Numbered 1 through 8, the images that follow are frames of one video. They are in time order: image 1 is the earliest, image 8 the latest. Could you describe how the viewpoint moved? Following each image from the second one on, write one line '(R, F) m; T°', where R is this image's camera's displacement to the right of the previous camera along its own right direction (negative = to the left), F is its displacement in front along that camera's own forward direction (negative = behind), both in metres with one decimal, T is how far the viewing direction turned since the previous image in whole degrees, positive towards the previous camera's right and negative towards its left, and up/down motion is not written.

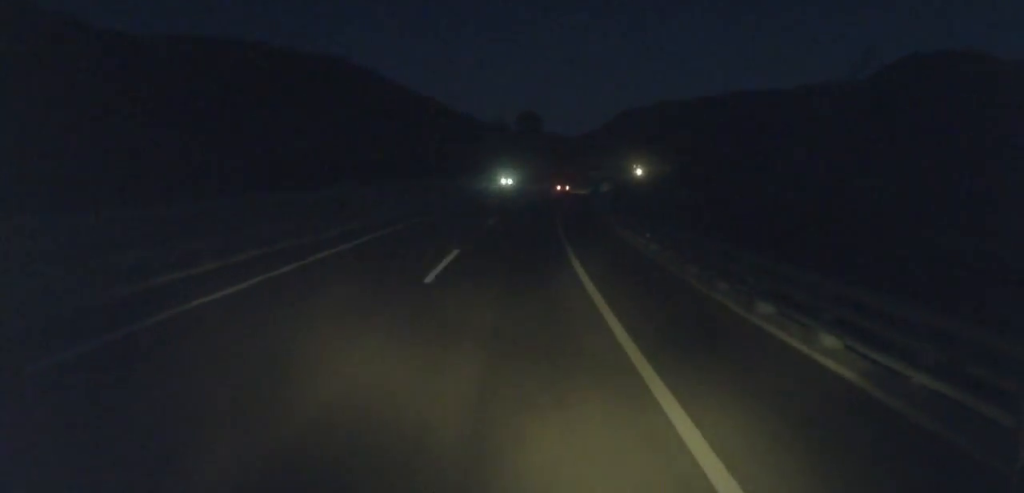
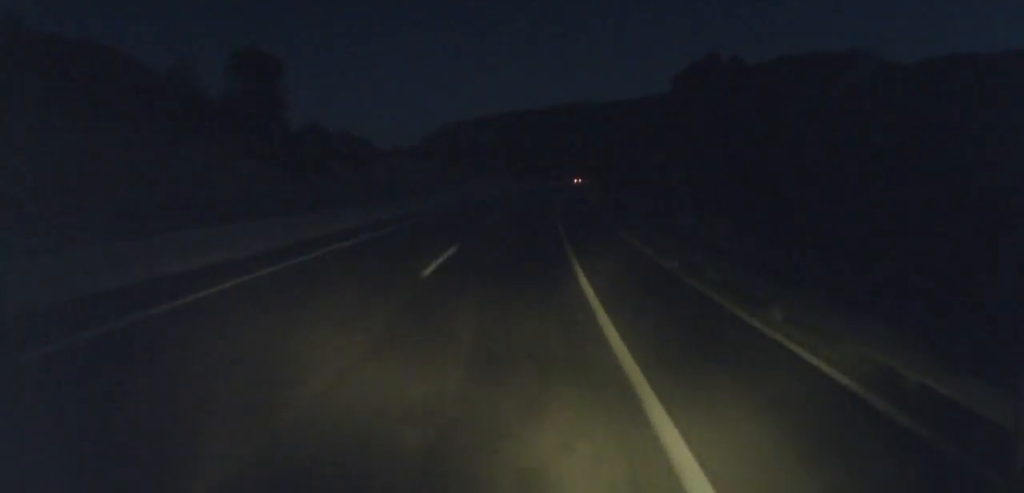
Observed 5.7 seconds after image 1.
(+24.7, +127.2) m; +18°
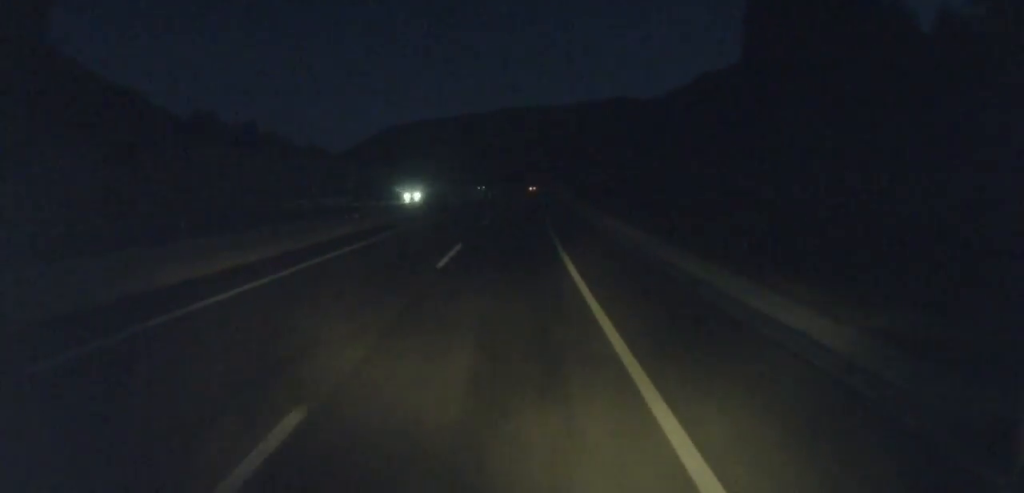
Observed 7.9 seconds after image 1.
(+1.2, +47.0) m; +5°
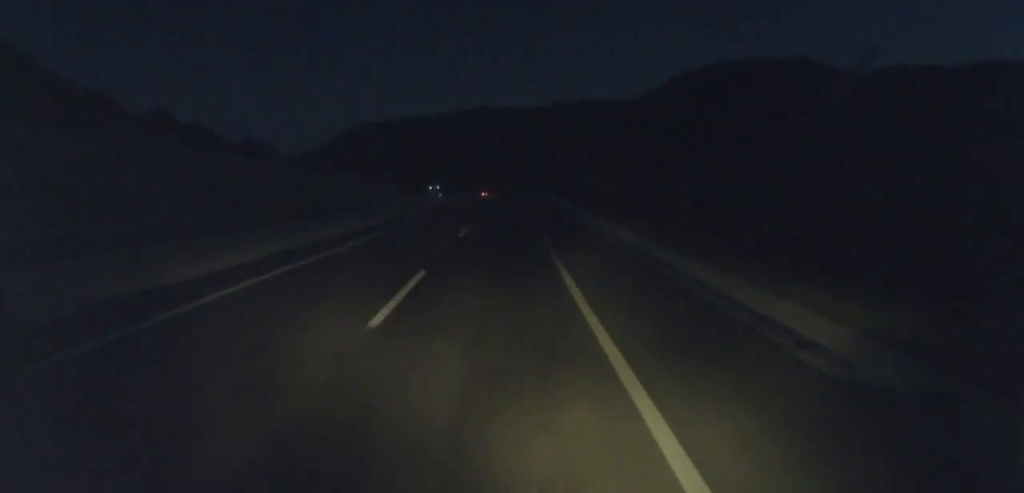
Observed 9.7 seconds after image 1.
(+2.8, +39.5) m; +3°
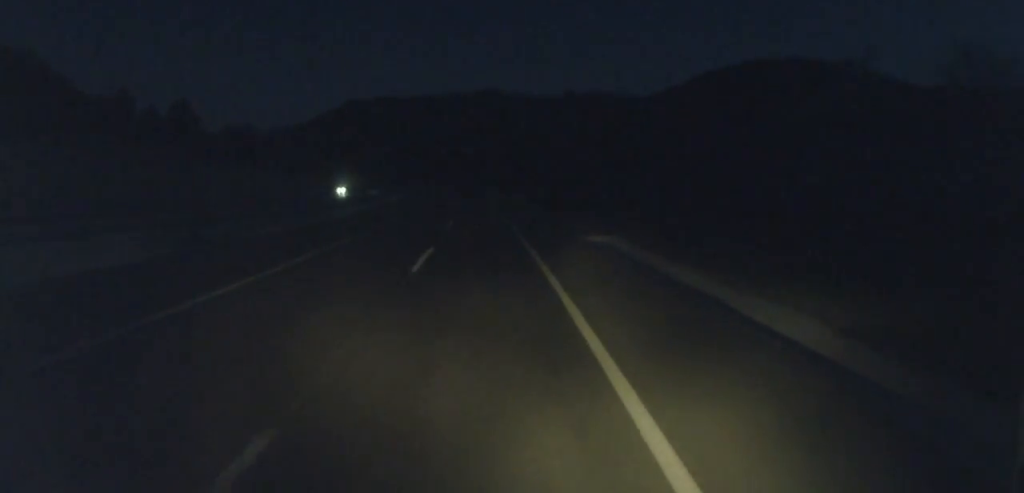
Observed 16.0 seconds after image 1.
(+7.9, +130.9) m; +2°
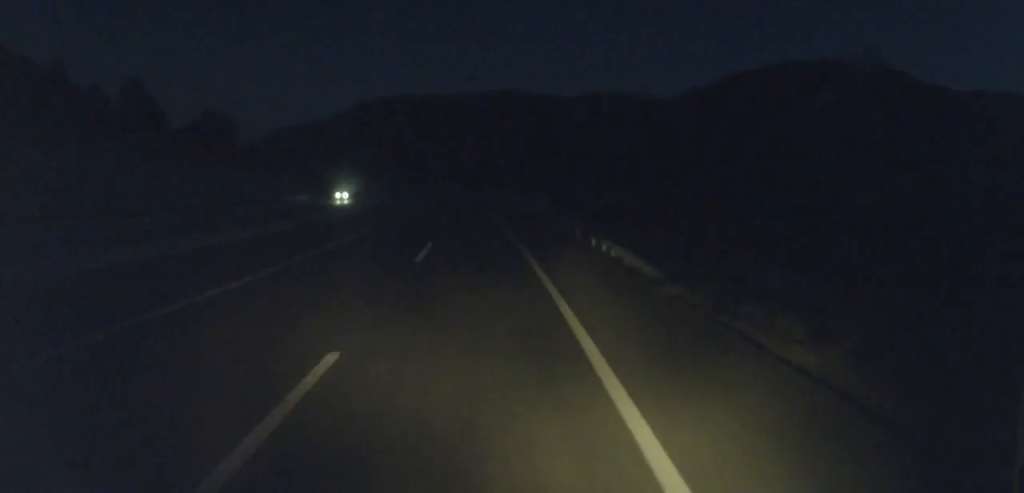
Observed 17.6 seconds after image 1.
(-1.5, +33.5) m; -2°
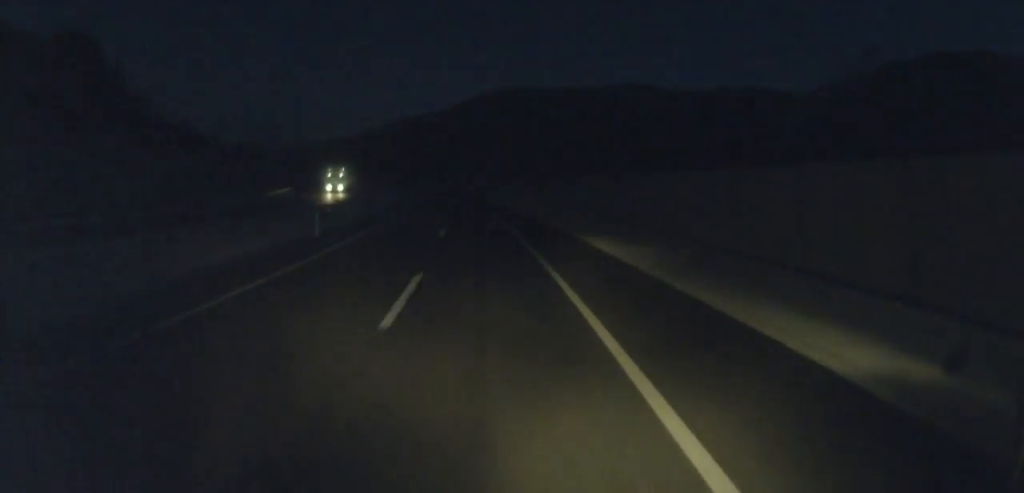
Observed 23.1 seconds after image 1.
(-6.2, +117.5) m; -8°
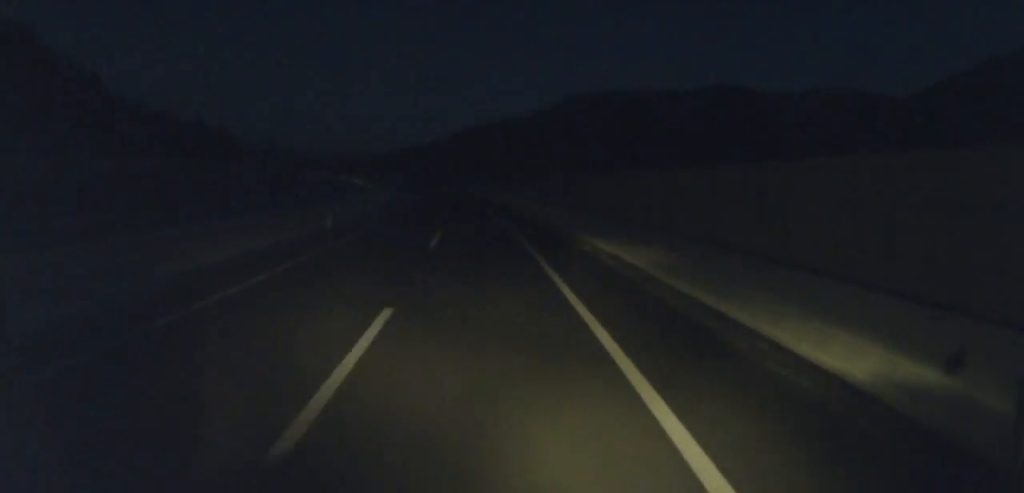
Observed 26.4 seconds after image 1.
(-4.6, +75.8) m; -8°
